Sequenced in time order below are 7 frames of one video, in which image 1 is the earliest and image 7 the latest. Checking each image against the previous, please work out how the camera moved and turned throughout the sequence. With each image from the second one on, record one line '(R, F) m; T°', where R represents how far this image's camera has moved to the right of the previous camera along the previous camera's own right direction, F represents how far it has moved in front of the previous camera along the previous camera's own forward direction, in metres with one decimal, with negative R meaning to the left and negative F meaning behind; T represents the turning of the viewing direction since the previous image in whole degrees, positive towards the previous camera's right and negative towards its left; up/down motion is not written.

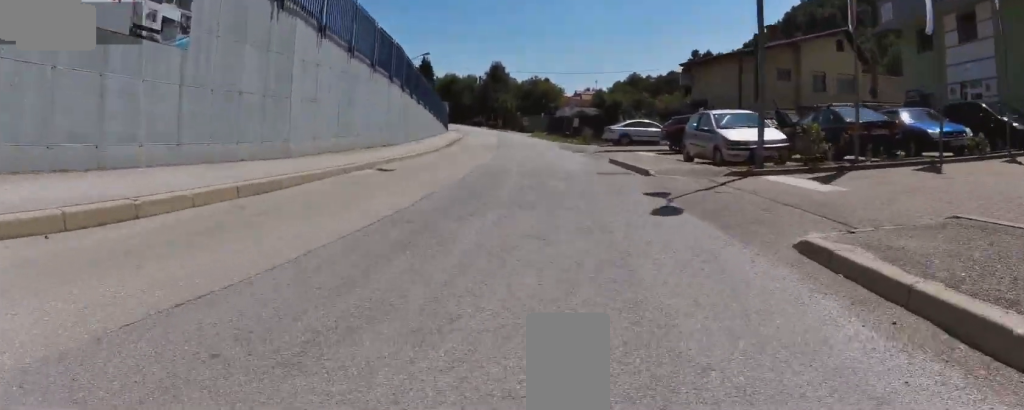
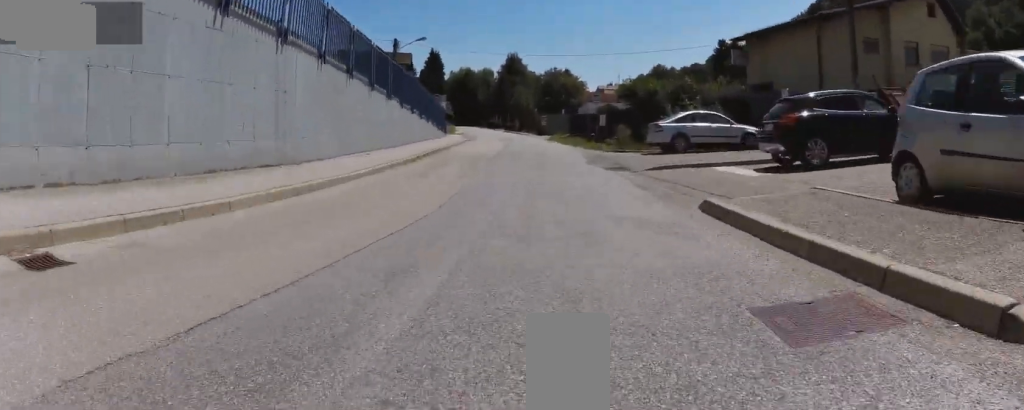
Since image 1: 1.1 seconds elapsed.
(+1.0, +10.5) m; +3°
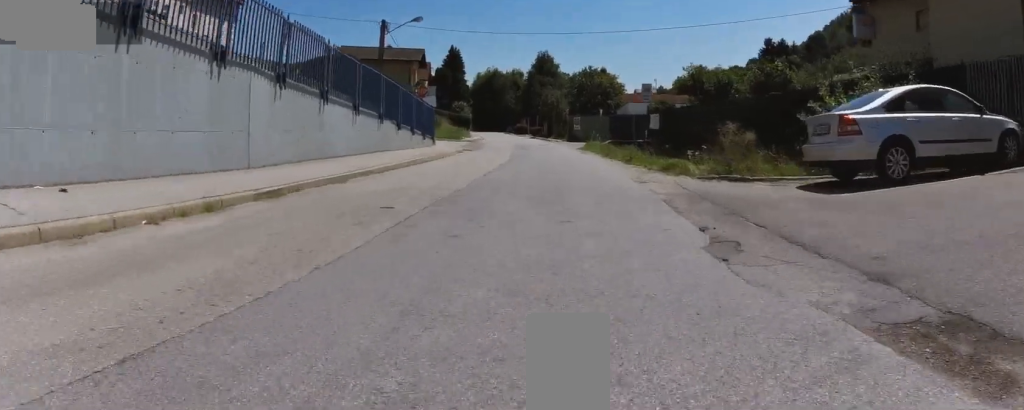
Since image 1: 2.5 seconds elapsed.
(-0.9, +13.5) m; -6°
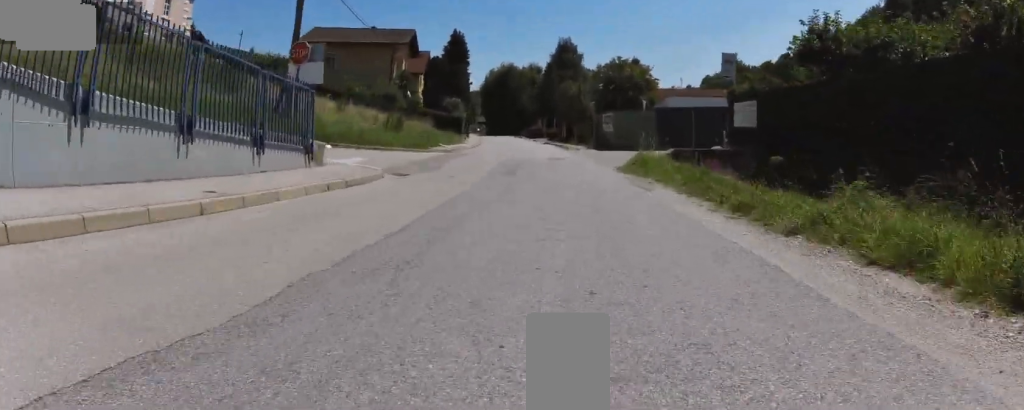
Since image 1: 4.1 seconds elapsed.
(-1.1, +16.1) m; -11°
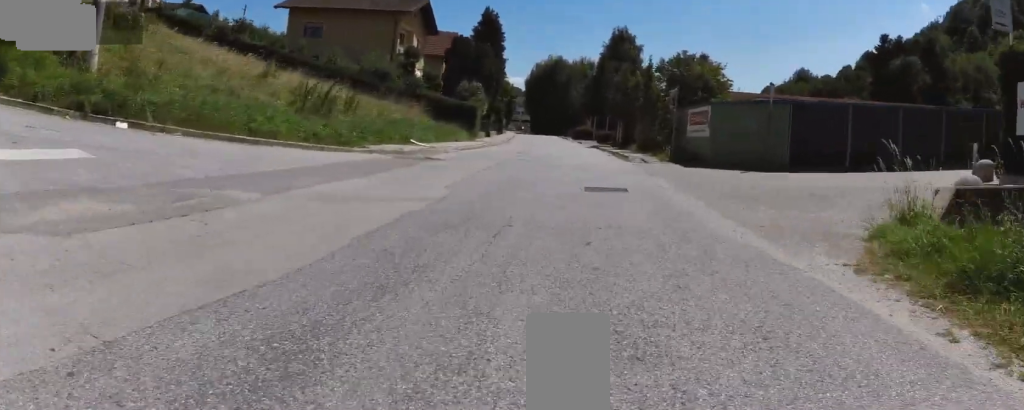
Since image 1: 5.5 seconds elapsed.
(-1.4, +13.9) m; -7°
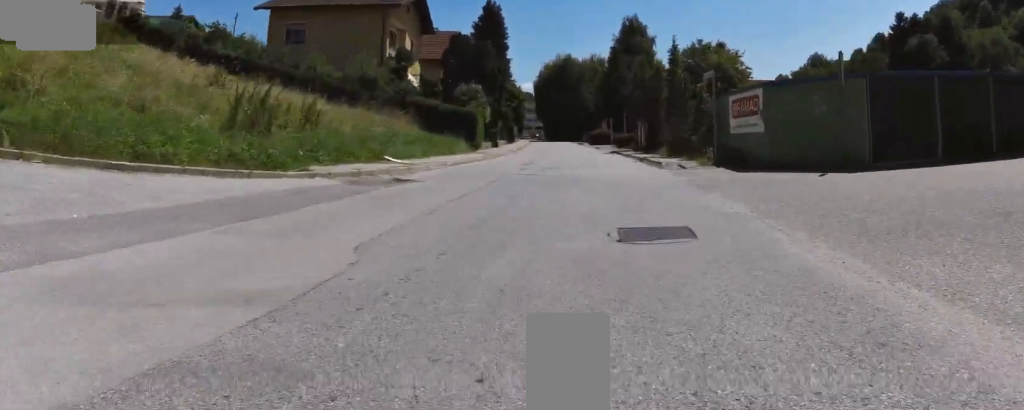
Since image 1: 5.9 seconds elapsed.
(-0.1, +4.3) m; +2°
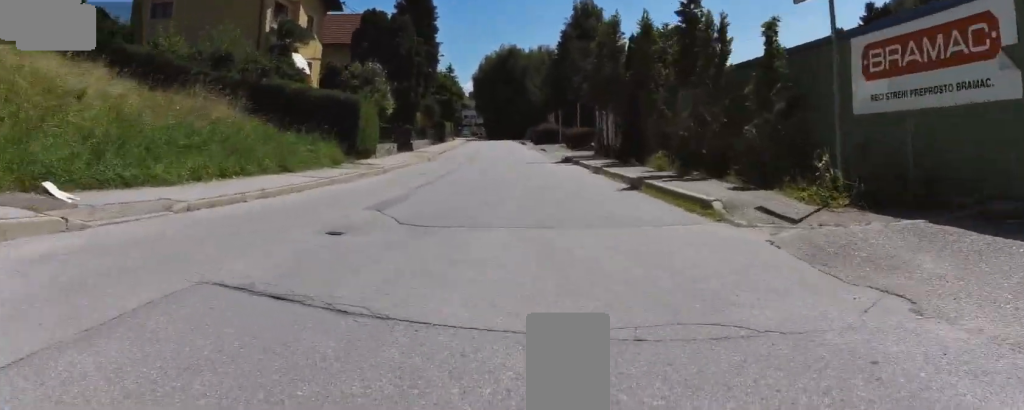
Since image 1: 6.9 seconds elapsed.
(+0.6, +10.5) m; +2°
